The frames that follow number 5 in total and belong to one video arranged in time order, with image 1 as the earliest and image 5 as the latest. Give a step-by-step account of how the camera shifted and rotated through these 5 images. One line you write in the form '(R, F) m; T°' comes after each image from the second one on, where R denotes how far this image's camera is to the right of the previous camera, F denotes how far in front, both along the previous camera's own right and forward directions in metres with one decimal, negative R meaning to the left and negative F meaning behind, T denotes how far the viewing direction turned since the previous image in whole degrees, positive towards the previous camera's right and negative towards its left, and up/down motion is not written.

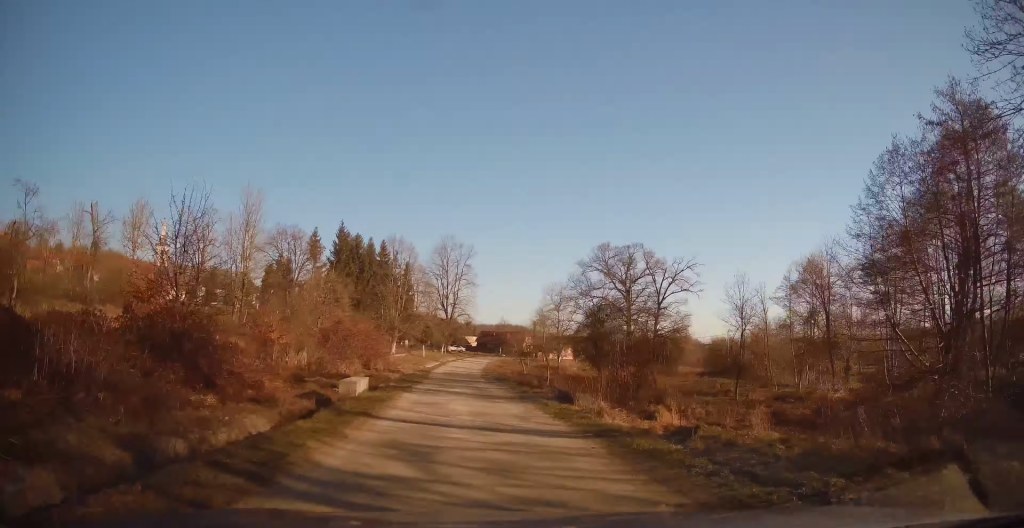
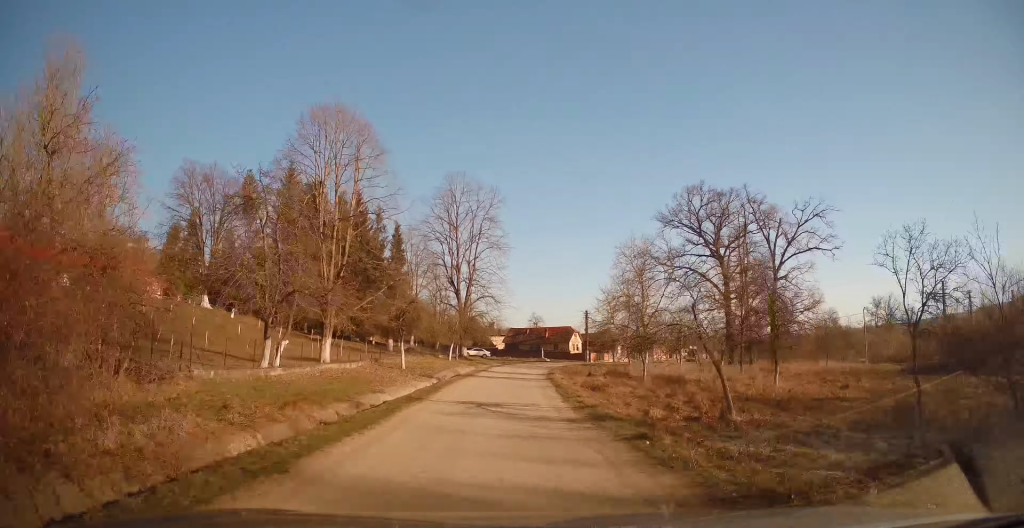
(-2.7, +37.6) m; -5°
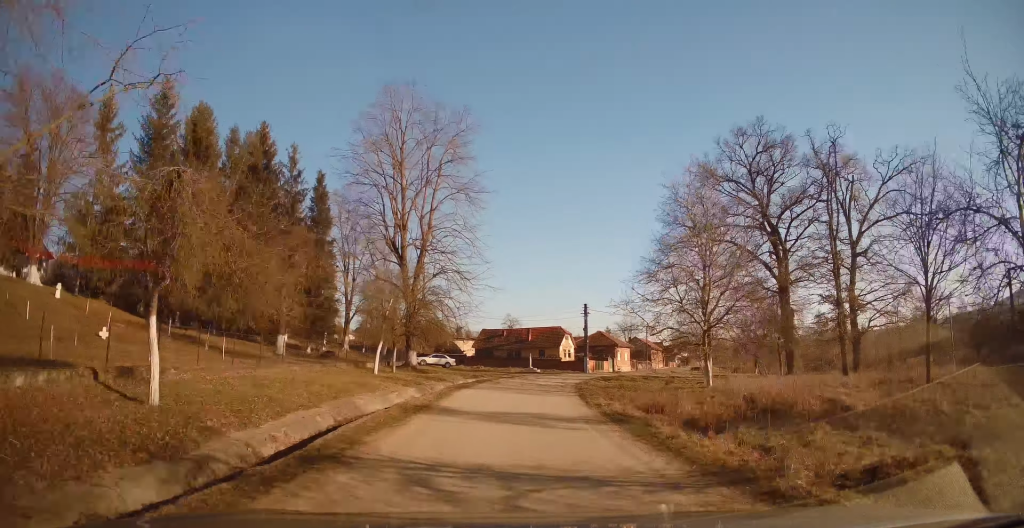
(+0.3, +23.5) m; +4°
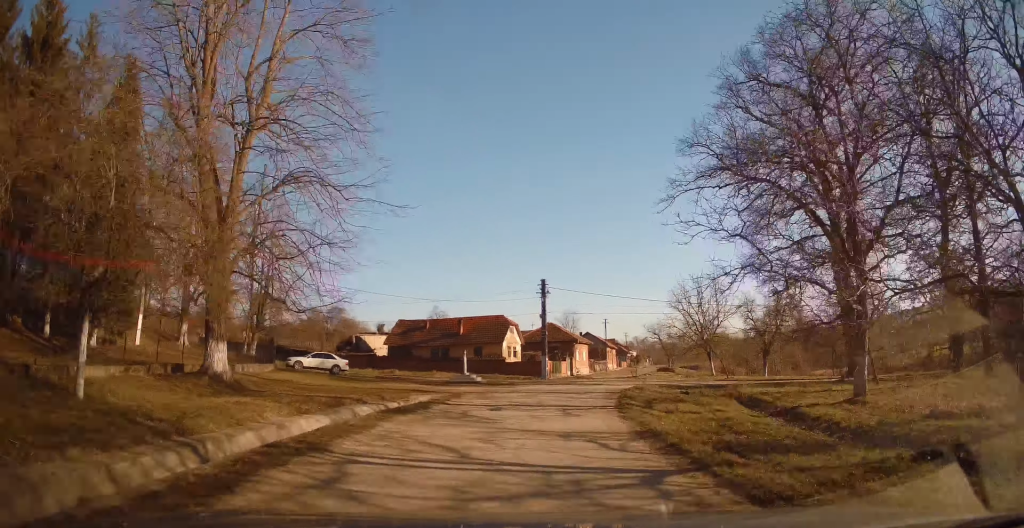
(+0.8, +20.3) m; +6°
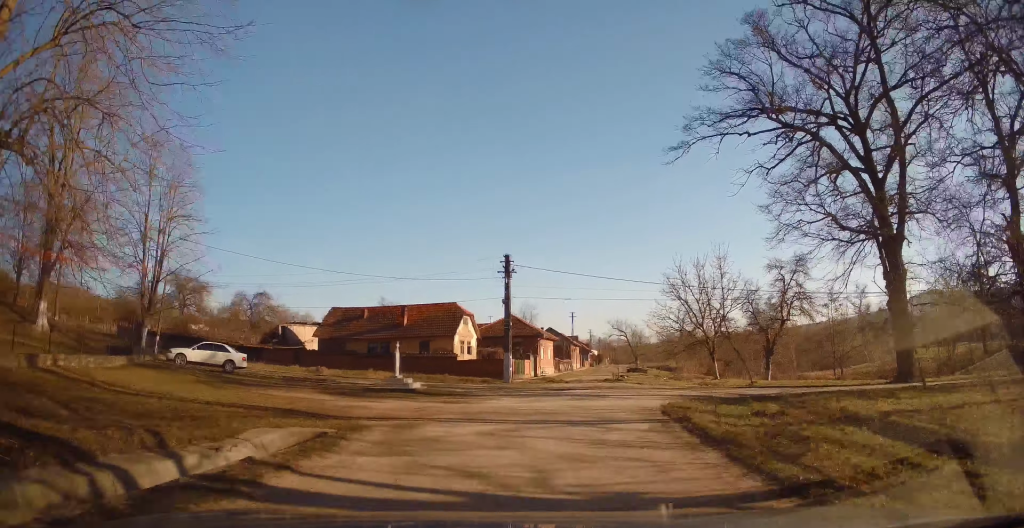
(+0.3, +10.2) m; +5°
